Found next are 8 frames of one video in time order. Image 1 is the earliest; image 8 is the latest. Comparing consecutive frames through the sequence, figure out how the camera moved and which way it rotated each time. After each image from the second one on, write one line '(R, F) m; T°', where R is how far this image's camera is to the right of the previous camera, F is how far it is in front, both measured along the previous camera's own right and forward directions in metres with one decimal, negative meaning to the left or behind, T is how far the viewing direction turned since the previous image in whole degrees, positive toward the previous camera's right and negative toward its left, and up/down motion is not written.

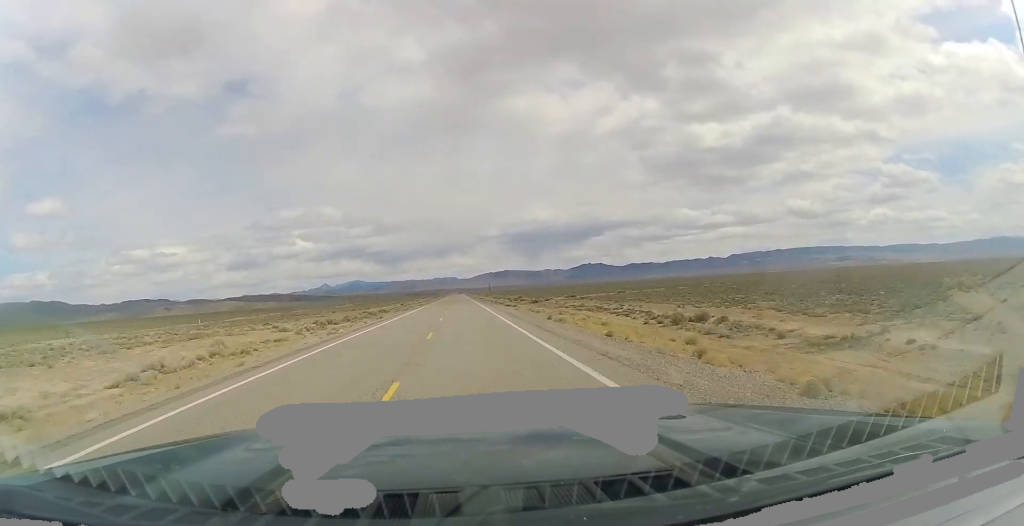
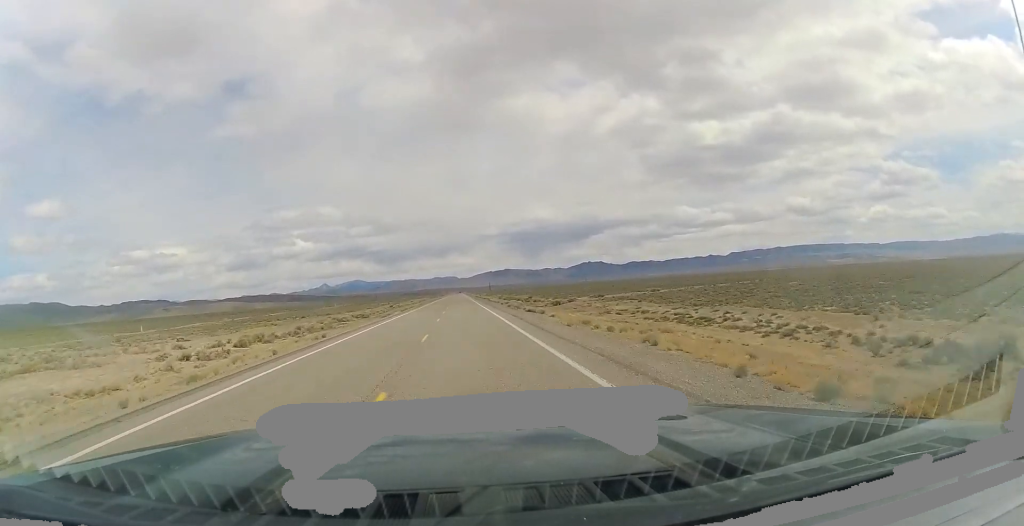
(+0.2, +25.8) m; 0°
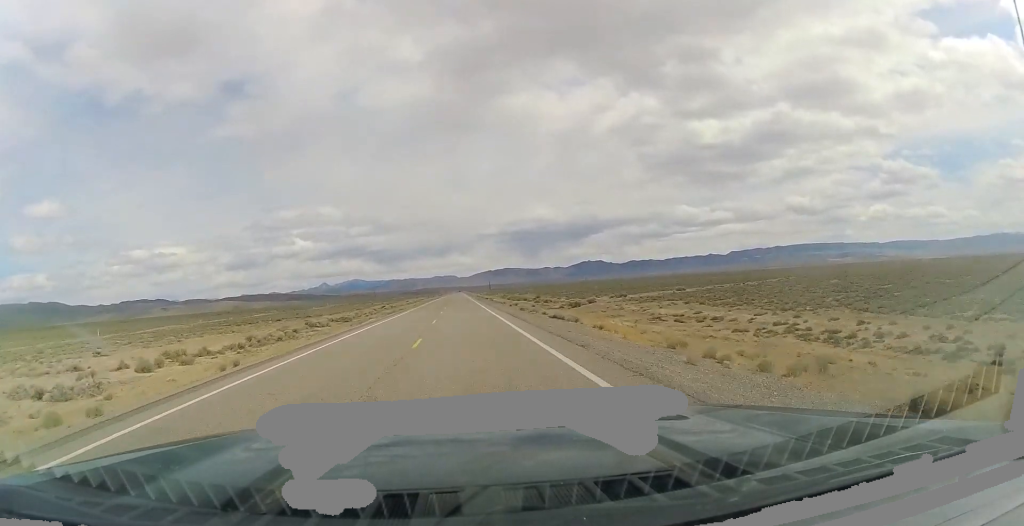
(+0.1, +14.7) m; 0°
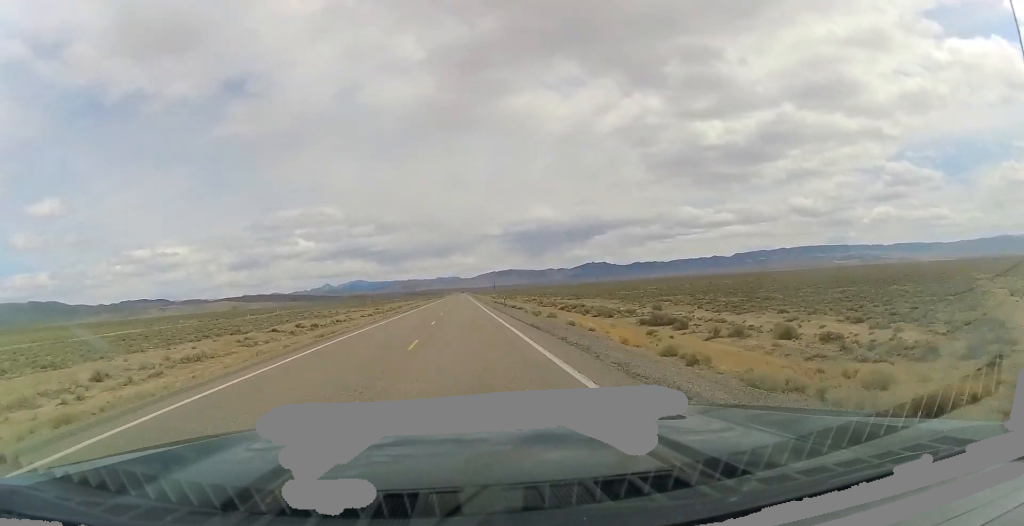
(-0.9, +74.3) m; -1°
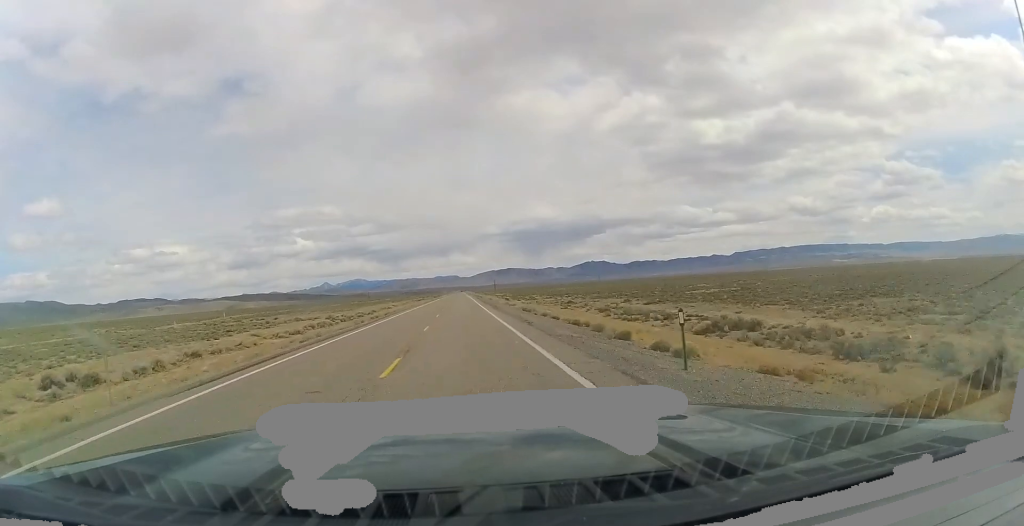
(+0.2, +42.3) m; 0°
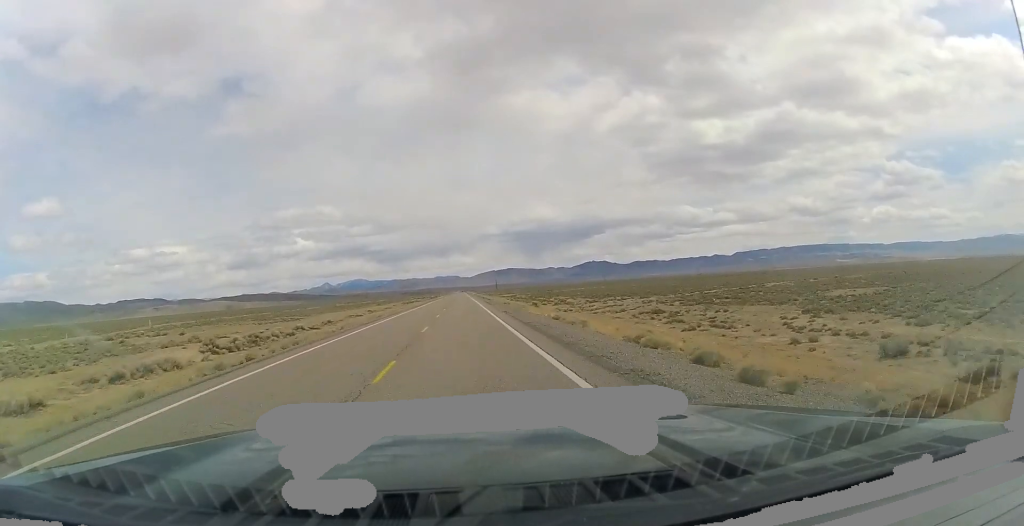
(0.0, +37.5) m; 0°
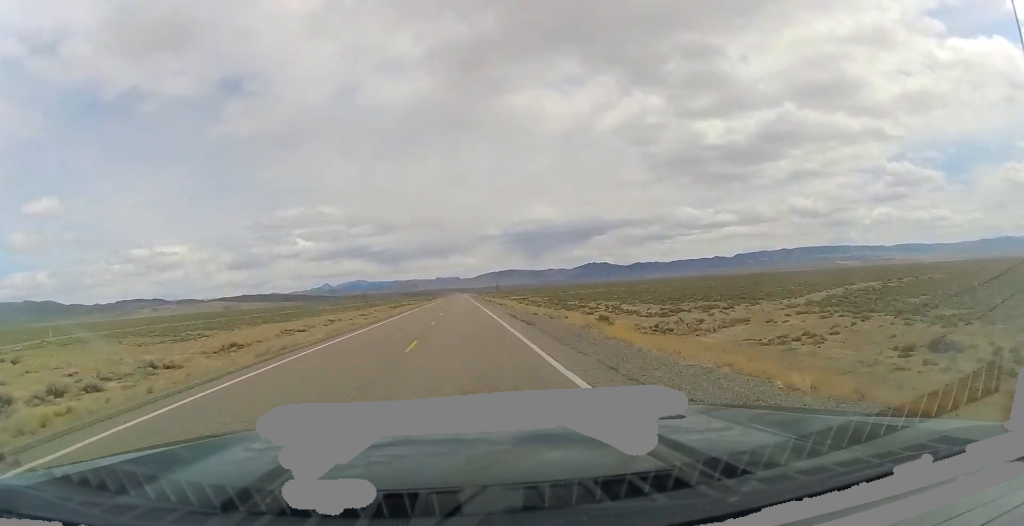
(0.0, +31.5) m; 0°
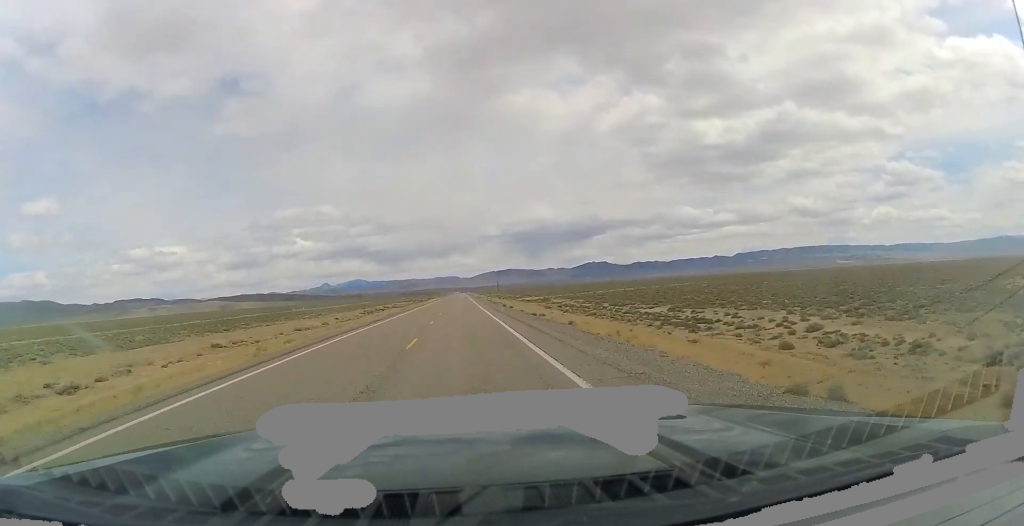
(-0.1, +36.4) m; 0°
